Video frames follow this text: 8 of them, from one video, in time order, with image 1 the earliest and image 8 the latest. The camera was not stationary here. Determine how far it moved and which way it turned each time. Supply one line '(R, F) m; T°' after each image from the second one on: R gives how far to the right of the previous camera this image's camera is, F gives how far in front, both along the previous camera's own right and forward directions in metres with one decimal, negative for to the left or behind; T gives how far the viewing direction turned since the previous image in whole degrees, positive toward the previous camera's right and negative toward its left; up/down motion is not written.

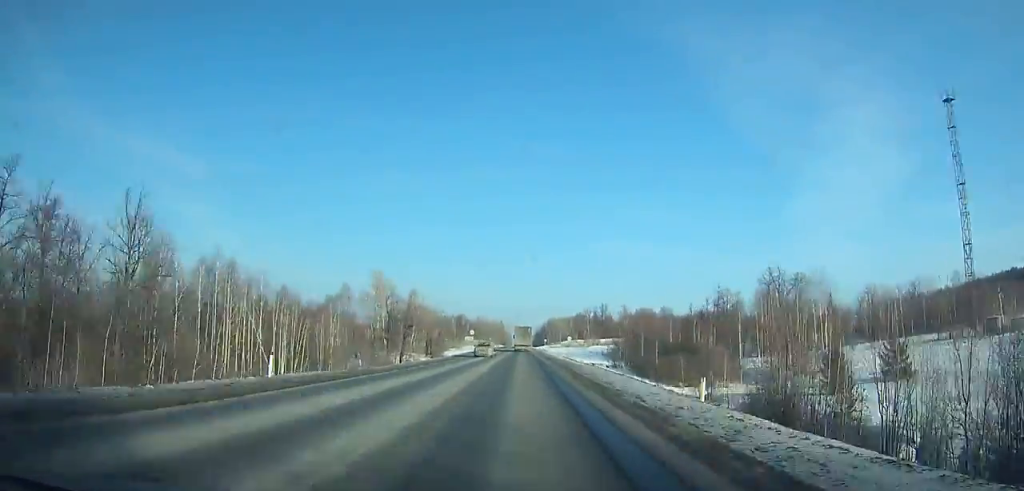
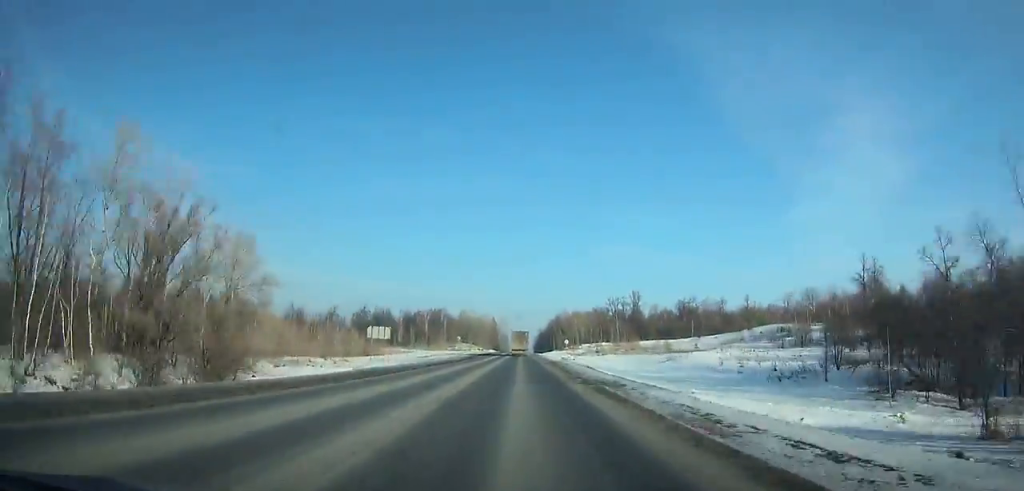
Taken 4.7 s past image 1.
(+0.5, +103.1) m; 0°
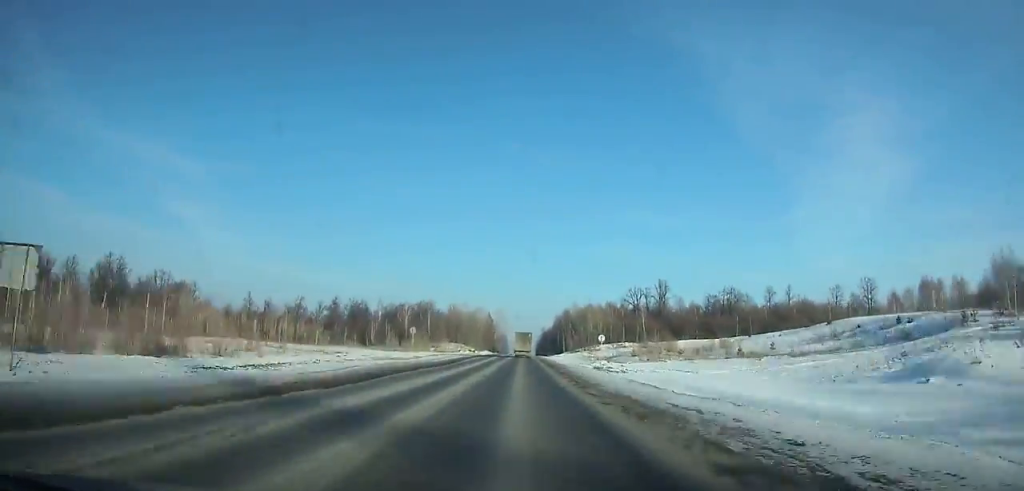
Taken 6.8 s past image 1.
(0.0, +47.3) m; 0°
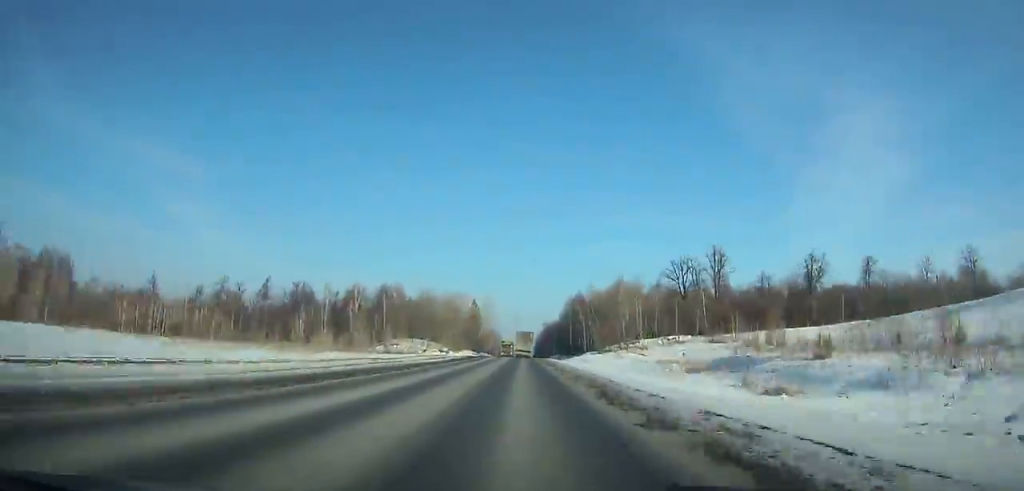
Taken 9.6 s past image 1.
(+0.2, +64.0) m; 0°
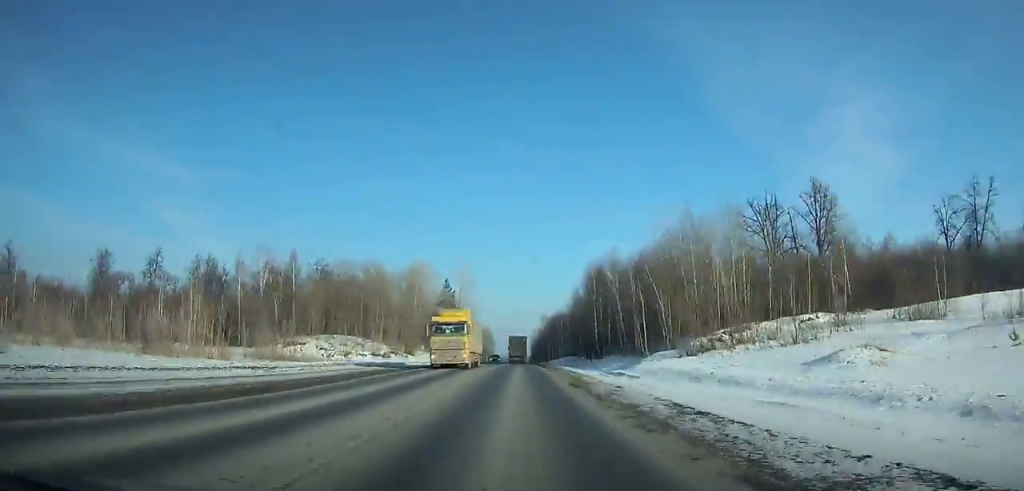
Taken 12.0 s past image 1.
(+0.1, +55.9) m; 0°
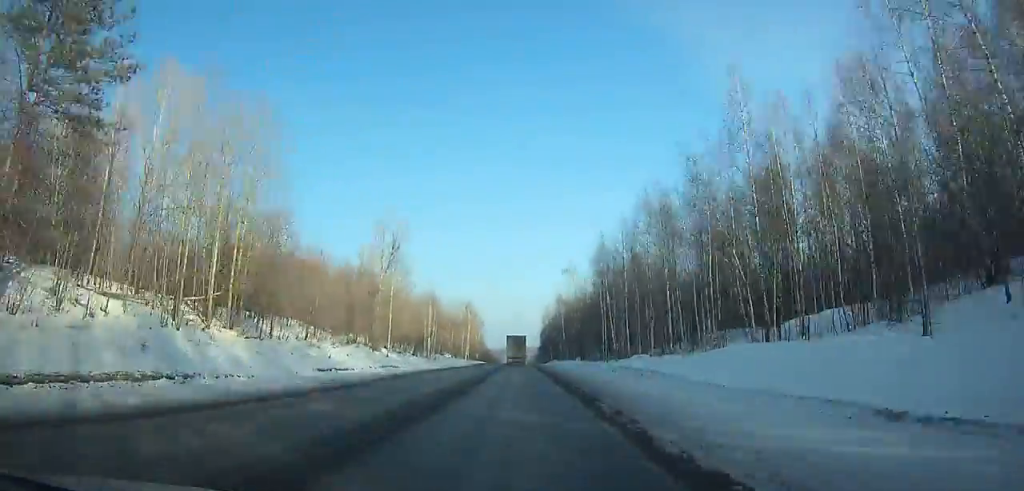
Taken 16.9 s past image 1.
(-0.1, +115.9) m; 0°
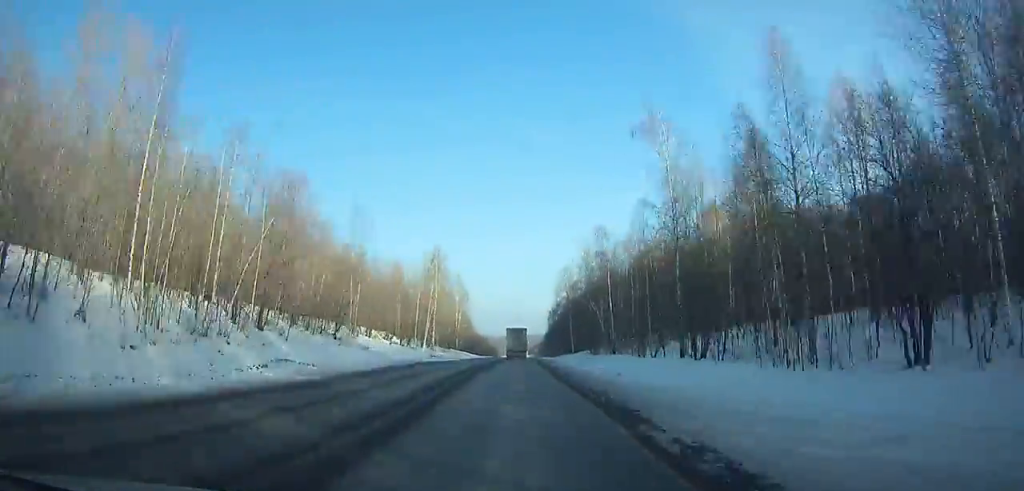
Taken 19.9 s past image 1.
(-0.4, +71.4) m; 0°
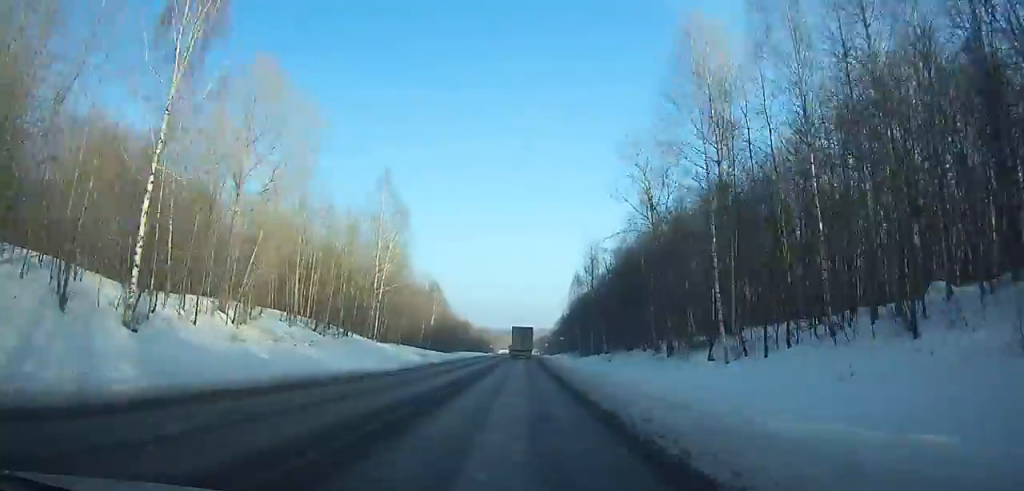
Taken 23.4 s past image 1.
(+0.2, +83.3) m; 0°
